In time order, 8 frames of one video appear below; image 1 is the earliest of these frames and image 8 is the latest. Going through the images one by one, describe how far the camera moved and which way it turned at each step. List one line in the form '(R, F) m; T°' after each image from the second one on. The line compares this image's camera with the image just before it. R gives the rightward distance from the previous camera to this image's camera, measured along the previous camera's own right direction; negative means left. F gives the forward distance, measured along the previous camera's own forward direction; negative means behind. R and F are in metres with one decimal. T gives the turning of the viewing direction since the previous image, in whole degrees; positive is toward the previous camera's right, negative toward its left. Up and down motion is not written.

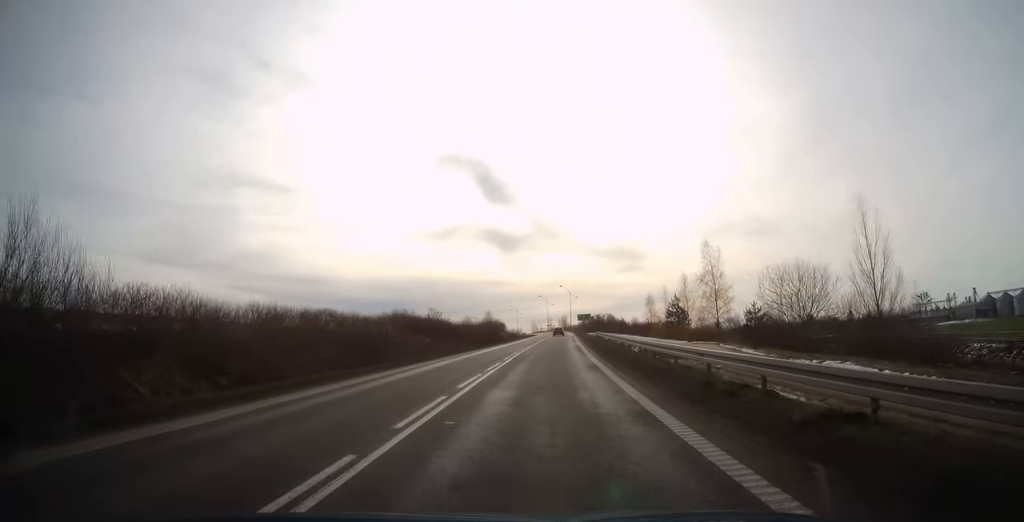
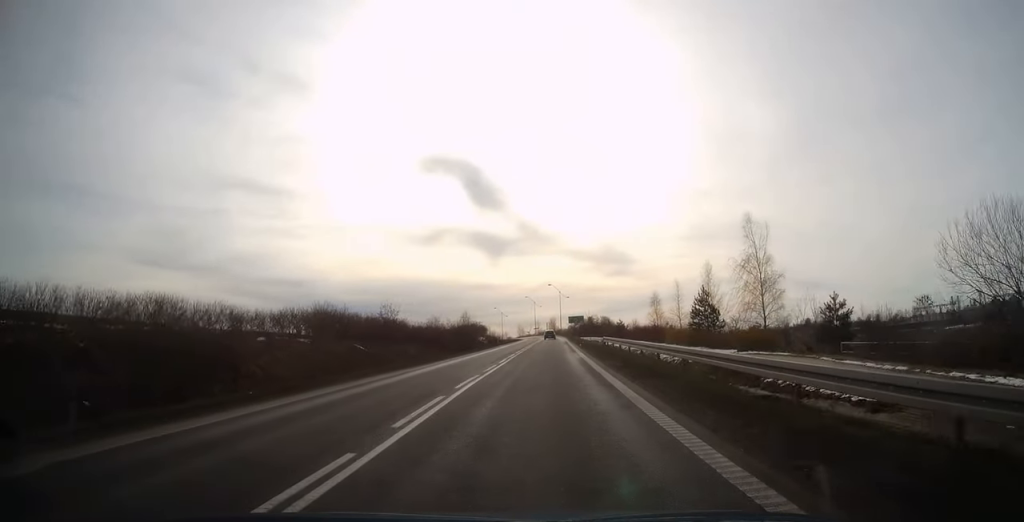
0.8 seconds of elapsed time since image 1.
(+0.3, +17.9) m; +2°
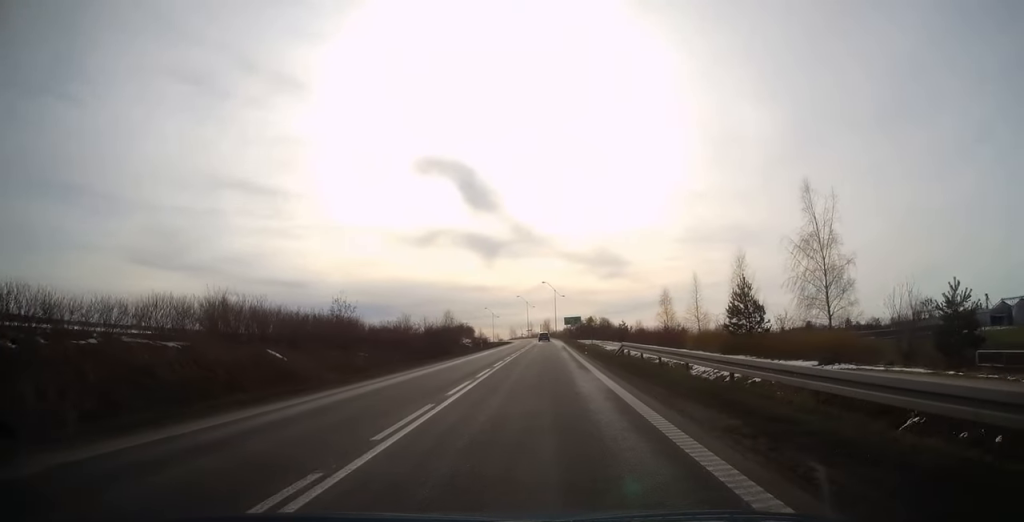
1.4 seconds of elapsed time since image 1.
(+0.1, +12.8) m; +1°
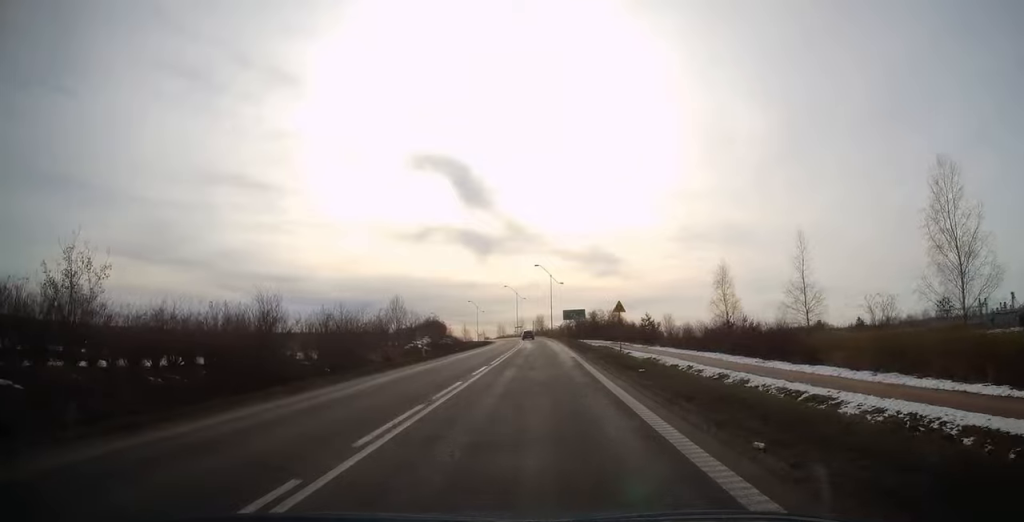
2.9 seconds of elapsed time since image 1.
(+0.5, +30.8) m; +1°
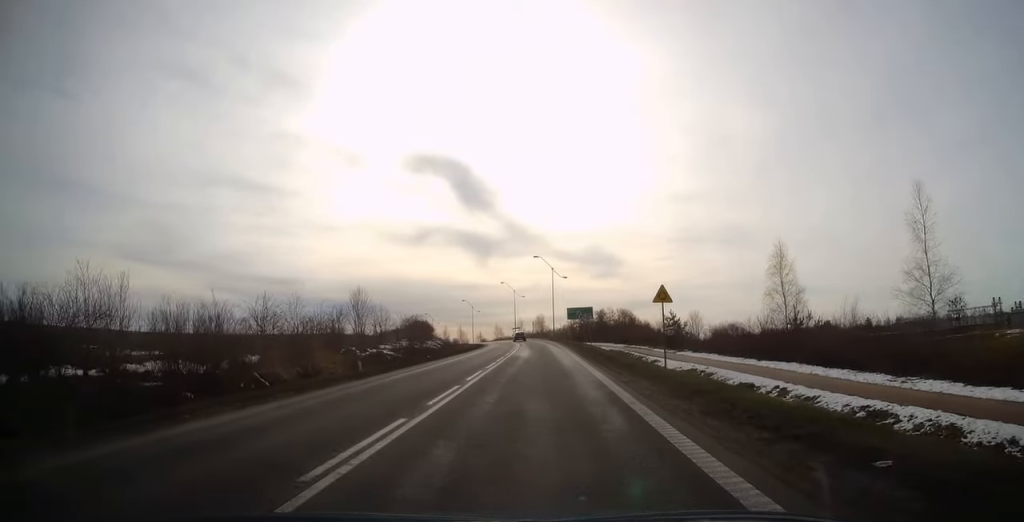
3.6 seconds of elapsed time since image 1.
(0.0, +14.1) m; 0°
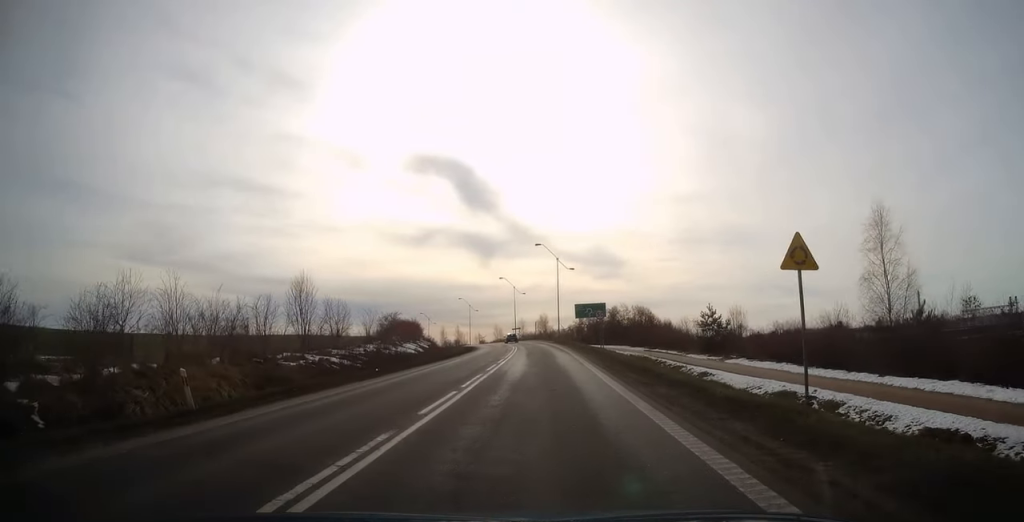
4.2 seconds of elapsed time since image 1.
(0.0, +13.3) m; 0°
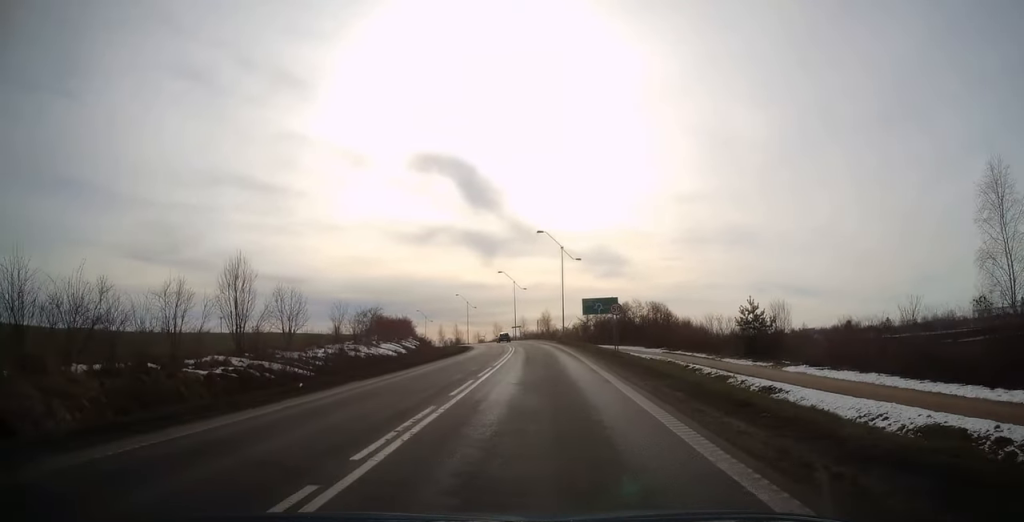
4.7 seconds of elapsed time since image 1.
(-0.1, +9.1) m; 0°
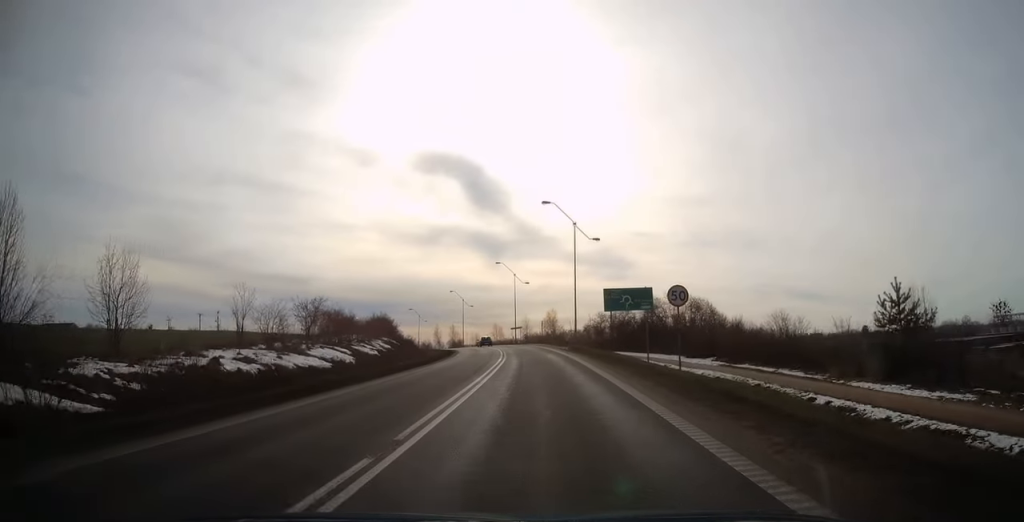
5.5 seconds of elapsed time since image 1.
(-0.1, +16.5) m; 0°
